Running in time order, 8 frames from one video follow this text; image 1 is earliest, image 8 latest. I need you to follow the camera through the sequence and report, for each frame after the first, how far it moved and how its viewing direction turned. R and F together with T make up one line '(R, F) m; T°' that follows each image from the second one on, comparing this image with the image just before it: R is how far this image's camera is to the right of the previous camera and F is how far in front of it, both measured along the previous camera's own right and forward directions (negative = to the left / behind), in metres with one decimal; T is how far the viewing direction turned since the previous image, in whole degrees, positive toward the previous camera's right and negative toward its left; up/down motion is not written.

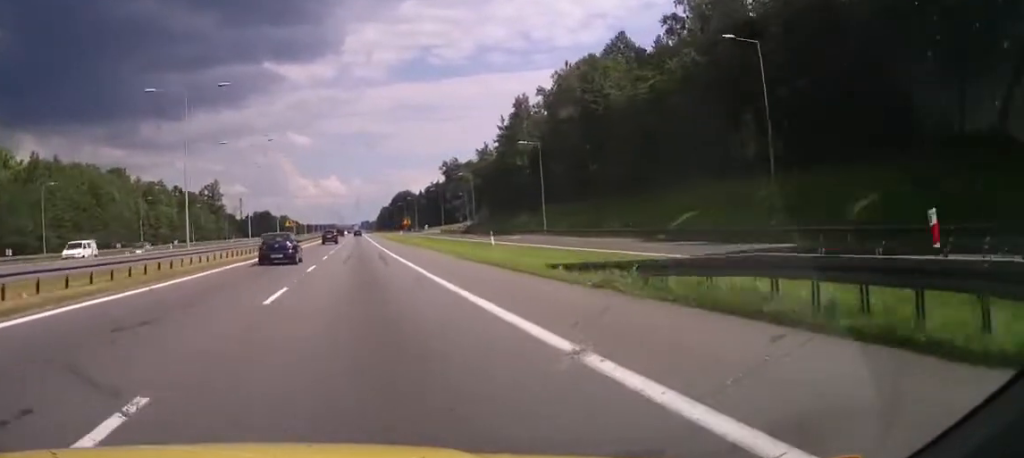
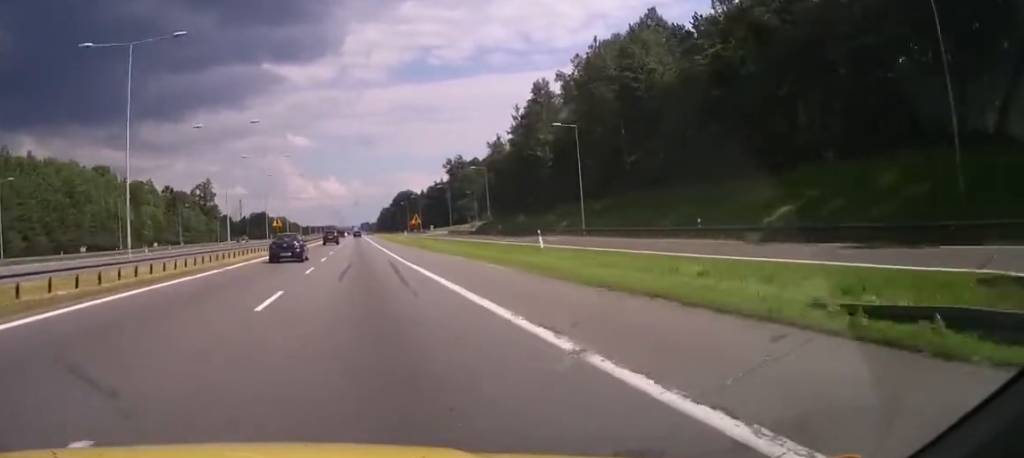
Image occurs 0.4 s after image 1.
(-0.1, +13.0) m; 0°
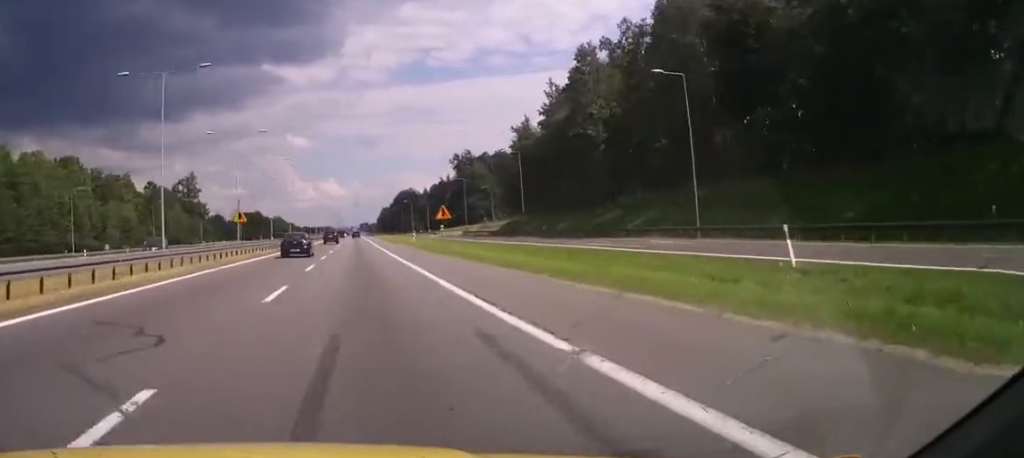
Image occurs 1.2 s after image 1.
(+0.2, +22.2) m; 0°
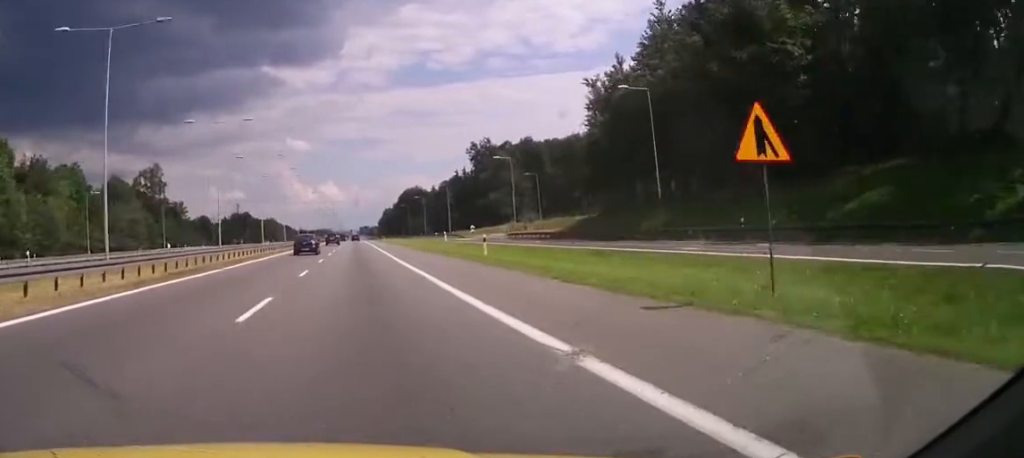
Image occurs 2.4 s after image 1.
(-0.2, +39.0) m; 0°
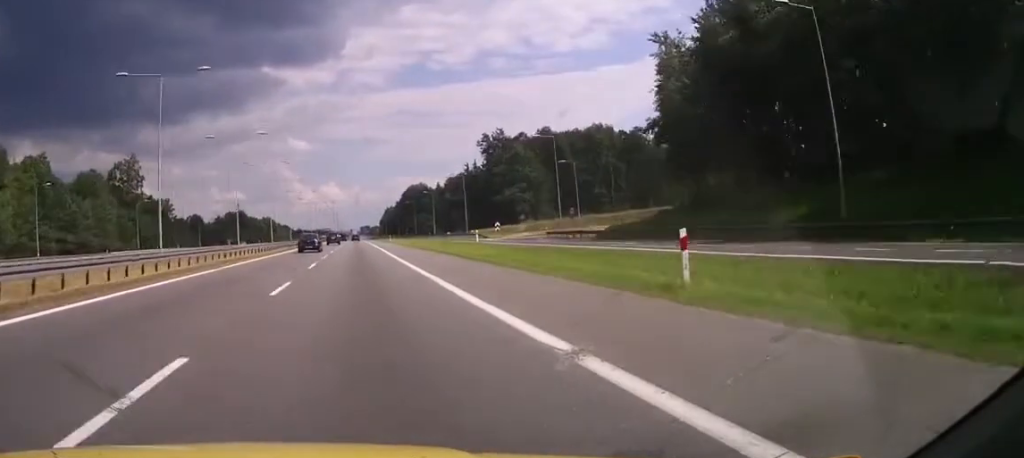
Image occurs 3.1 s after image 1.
(+0.1, +19.6) m; 0°
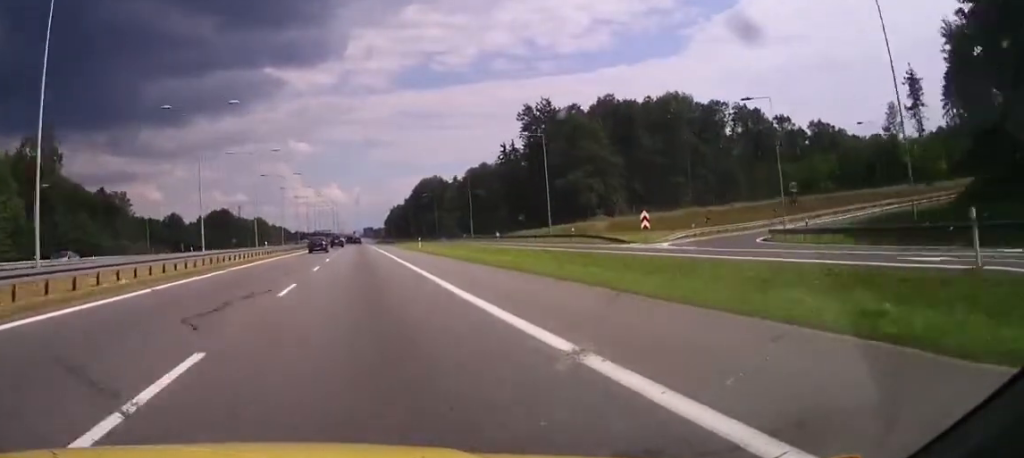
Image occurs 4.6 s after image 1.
(-0.2, +47.4) m; -1°
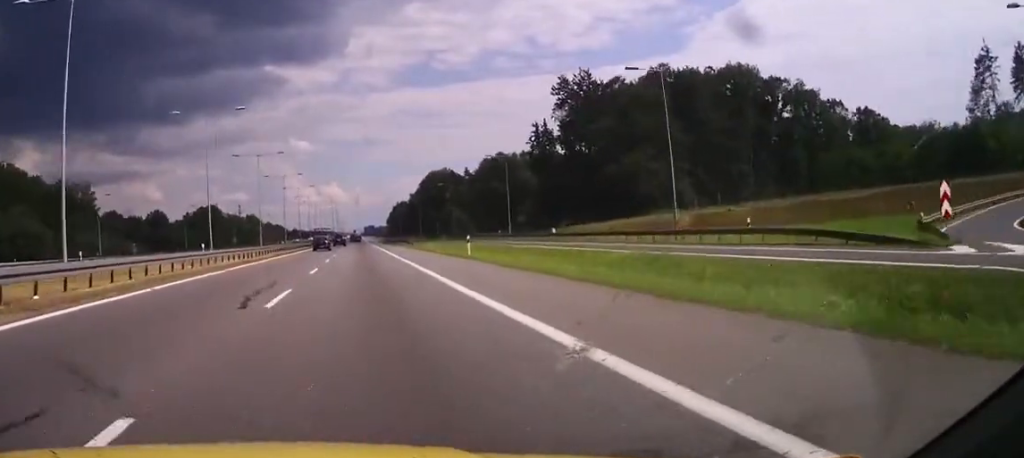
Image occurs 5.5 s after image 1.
(0.0, +26.8) m; +1°
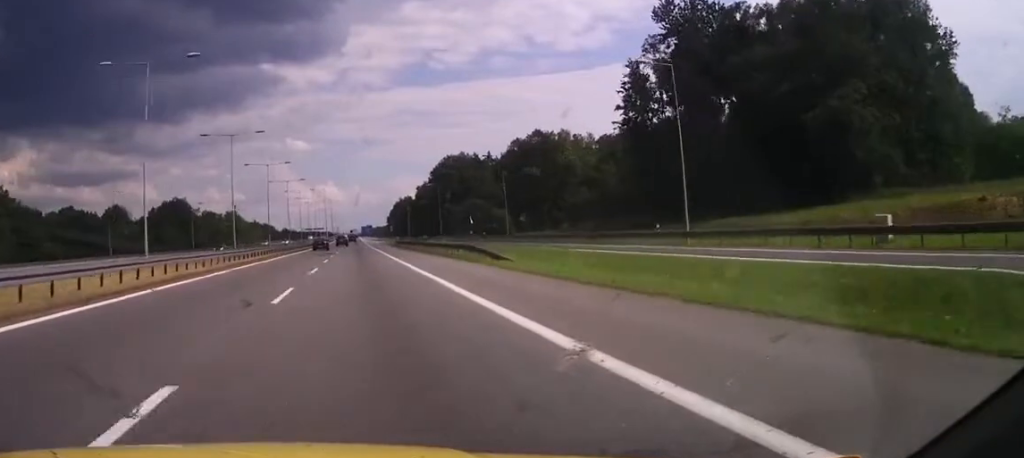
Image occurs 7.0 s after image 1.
(+0.3, +46.6) m; 0°
